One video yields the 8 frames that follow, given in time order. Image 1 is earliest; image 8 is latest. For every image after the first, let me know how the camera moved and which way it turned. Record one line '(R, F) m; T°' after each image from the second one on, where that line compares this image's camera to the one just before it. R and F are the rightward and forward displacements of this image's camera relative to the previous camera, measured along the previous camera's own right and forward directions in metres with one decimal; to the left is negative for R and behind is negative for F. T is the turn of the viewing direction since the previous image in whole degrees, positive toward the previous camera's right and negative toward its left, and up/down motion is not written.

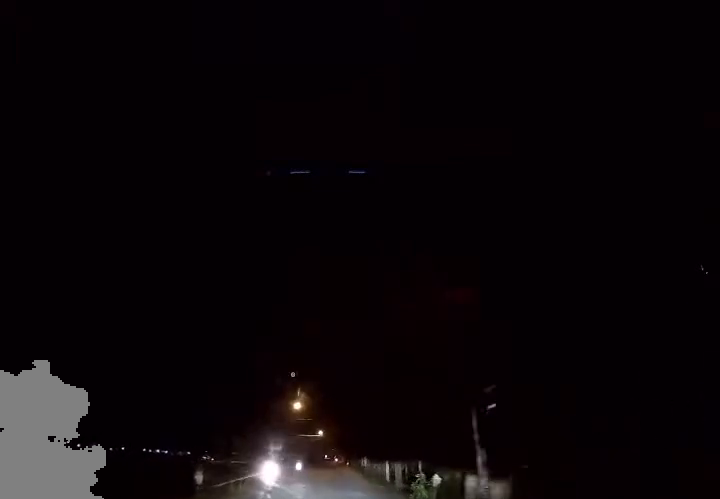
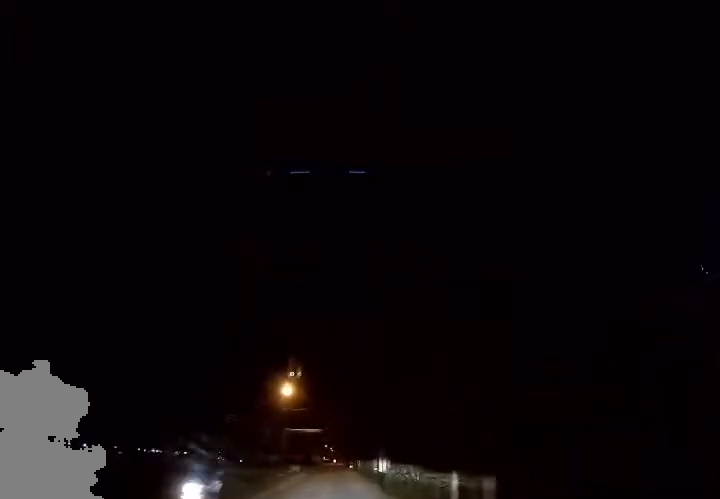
(-0.2, +8.8) m; -1°
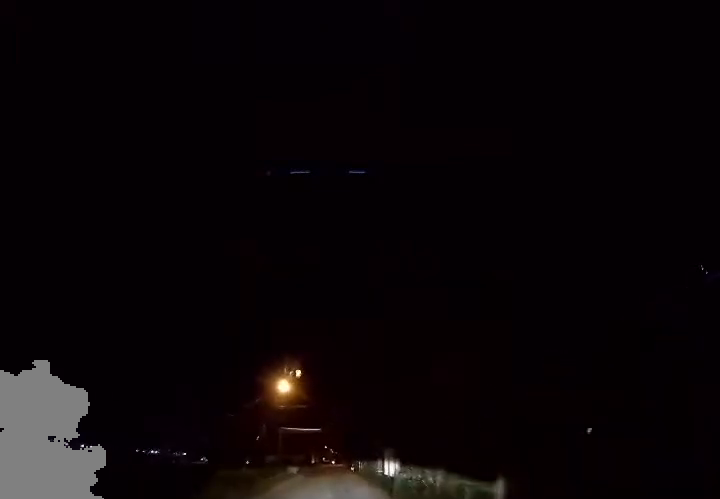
(0.0, +2.2) m; 0°
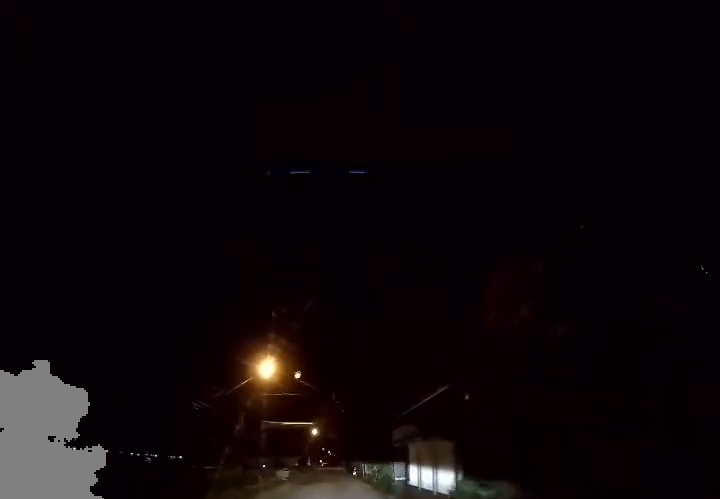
(+0.1, +6.8) m; +1°
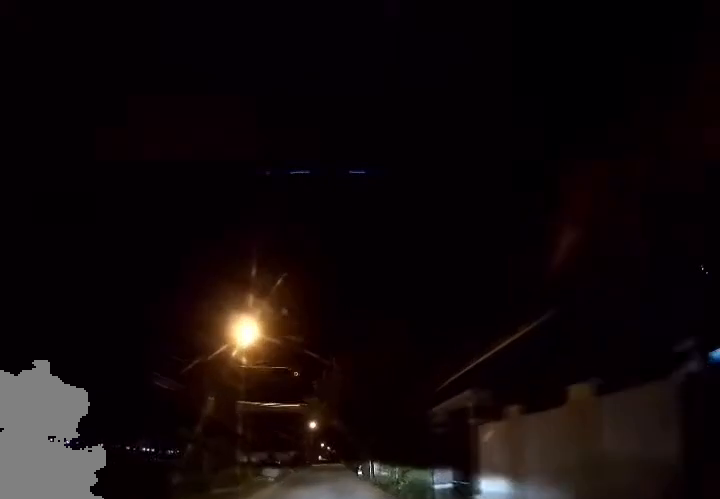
(0.0, +6.4) m; 0°
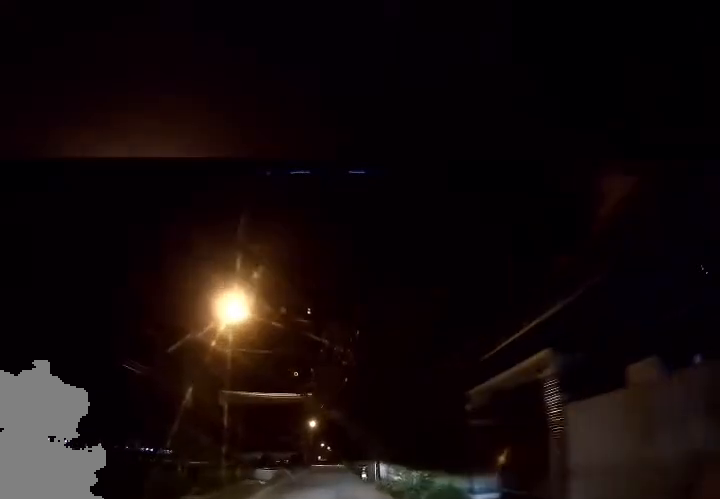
(0.0, +2.8) m; 0°
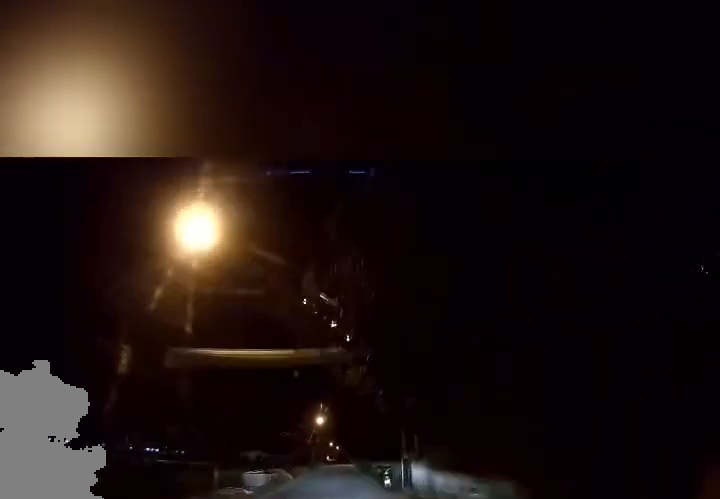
(0.0, +6.1) m; 0°
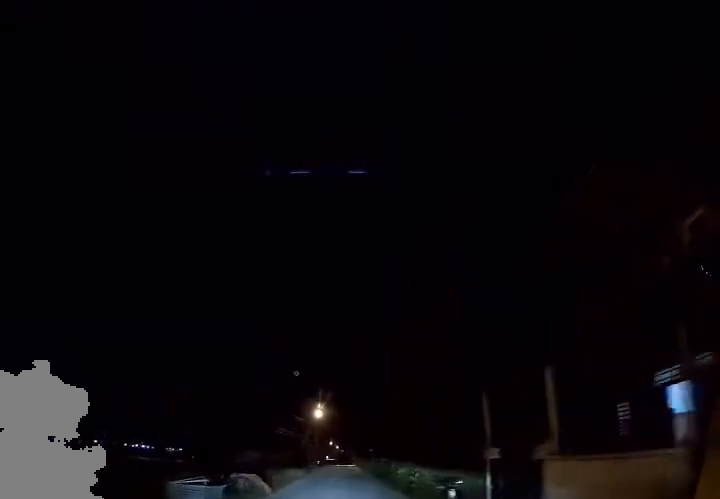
(+0.1, +9.2) m; +1°
